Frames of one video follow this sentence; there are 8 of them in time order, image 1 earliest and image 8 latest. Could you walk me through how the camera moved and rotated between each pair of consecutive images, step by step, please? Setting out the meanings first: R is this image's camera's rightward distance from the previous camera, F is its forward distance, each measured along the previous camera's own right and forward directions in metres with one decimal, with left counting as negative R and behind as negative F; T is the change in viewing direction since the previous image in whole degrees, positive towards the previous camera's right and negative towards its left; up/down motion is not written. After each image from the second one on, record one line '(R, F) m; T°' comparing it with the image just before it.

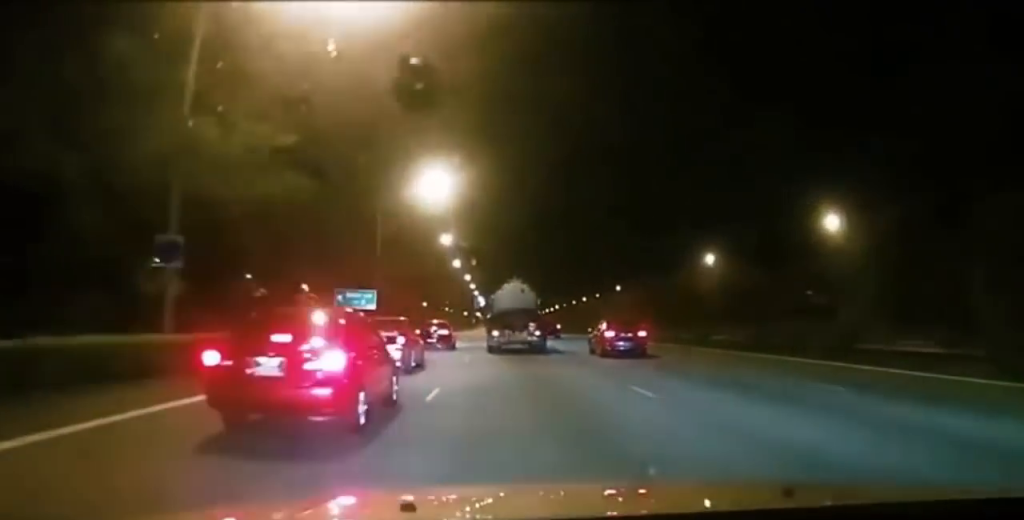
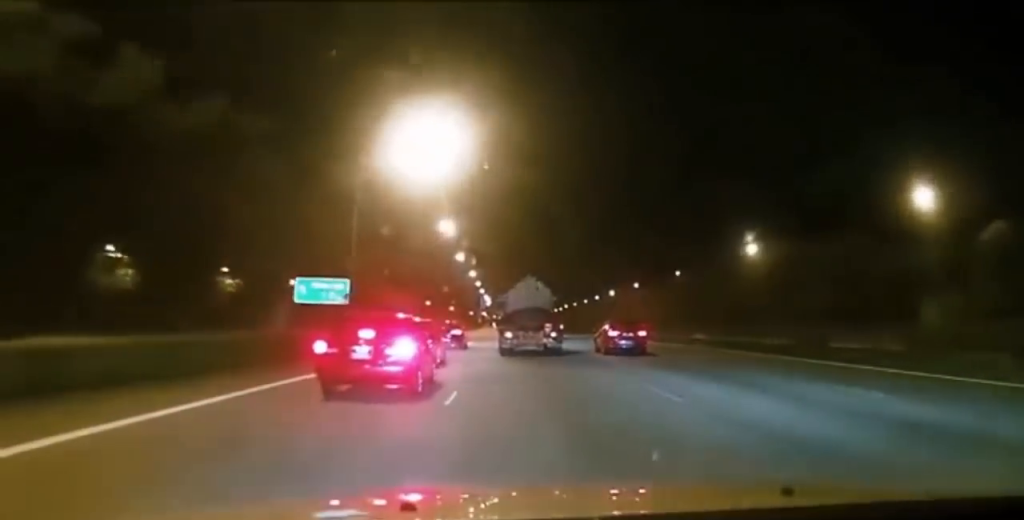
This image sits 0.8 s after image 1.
(-0.1, +13.1) m; 0°
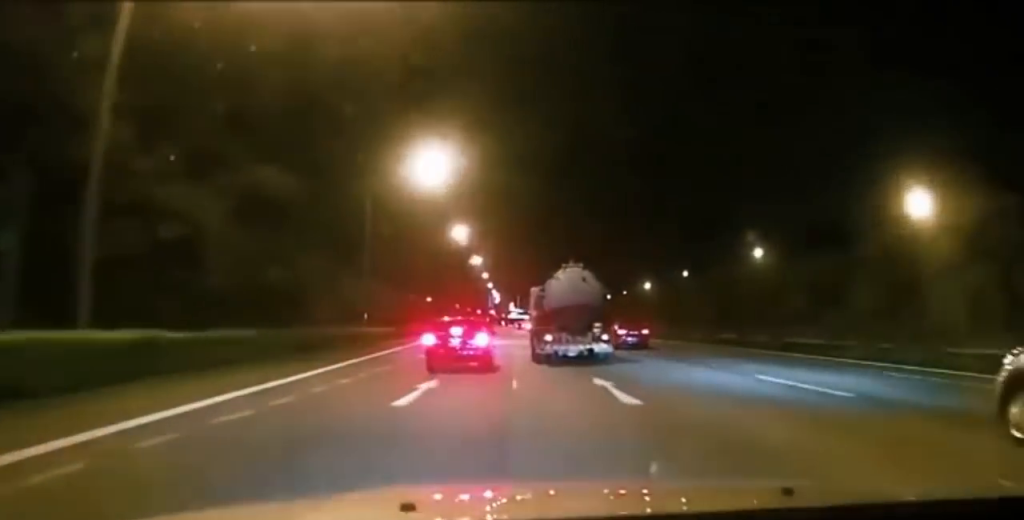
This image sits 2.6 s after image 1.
(-0.3, +31.8) m; -2°
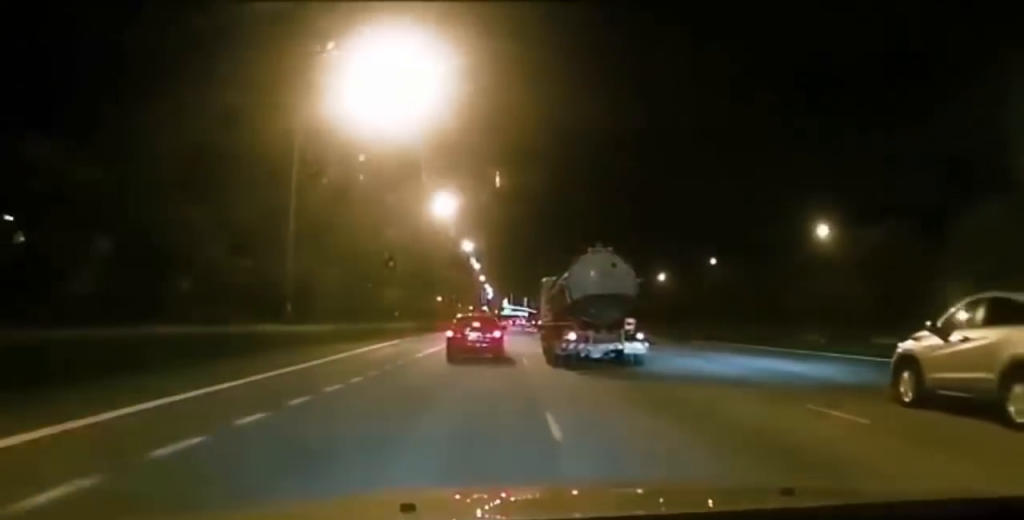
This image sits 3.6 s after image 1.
(0.0, +18.6) m; 0°
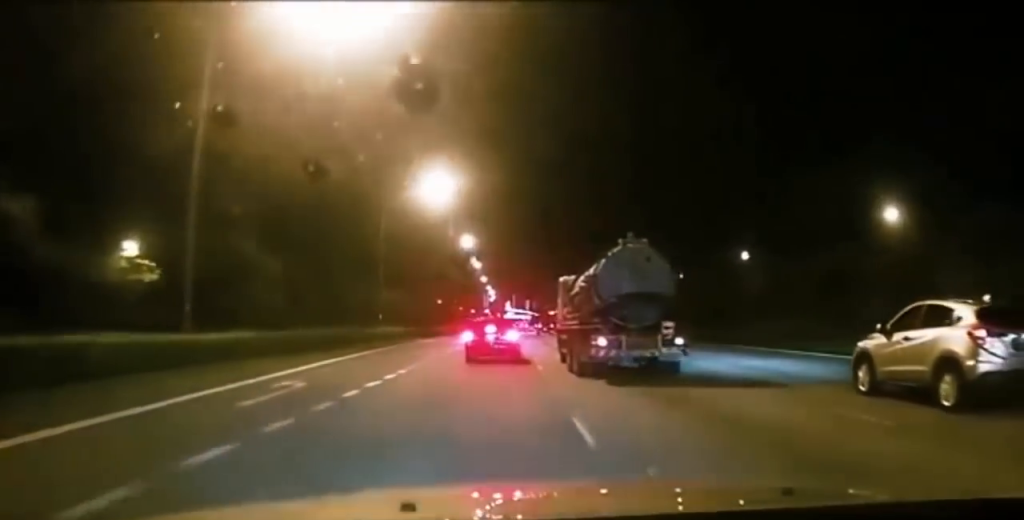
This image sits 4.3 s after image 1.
(0.0, +12.0) m; 0°
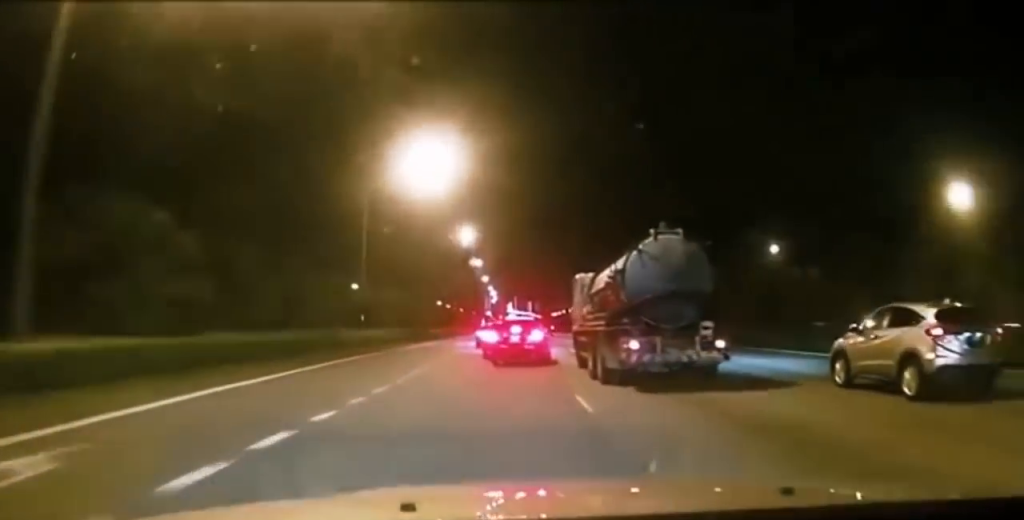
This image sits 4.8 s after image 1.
(0.0, +8.7) m; 0°
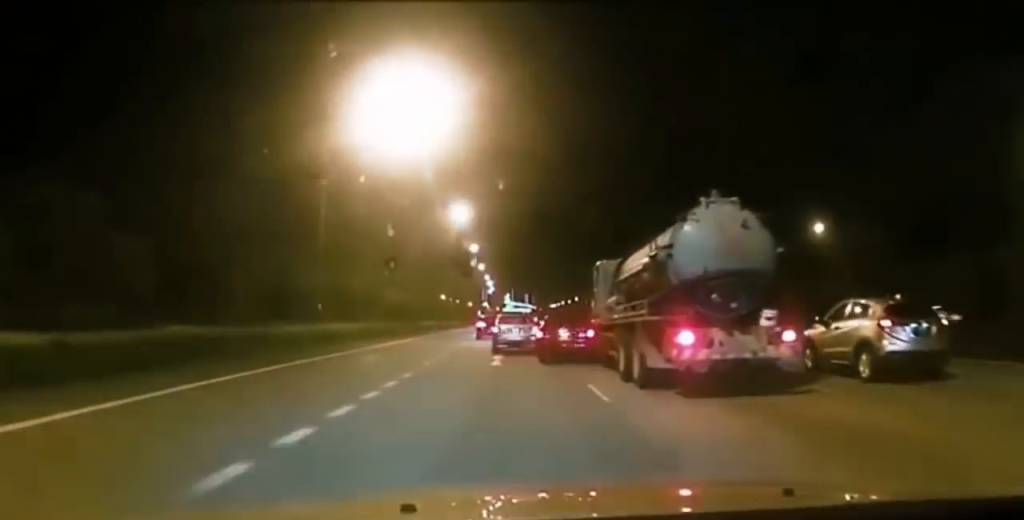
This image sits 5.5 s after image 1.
(-0.1, +11.3) m; +1°
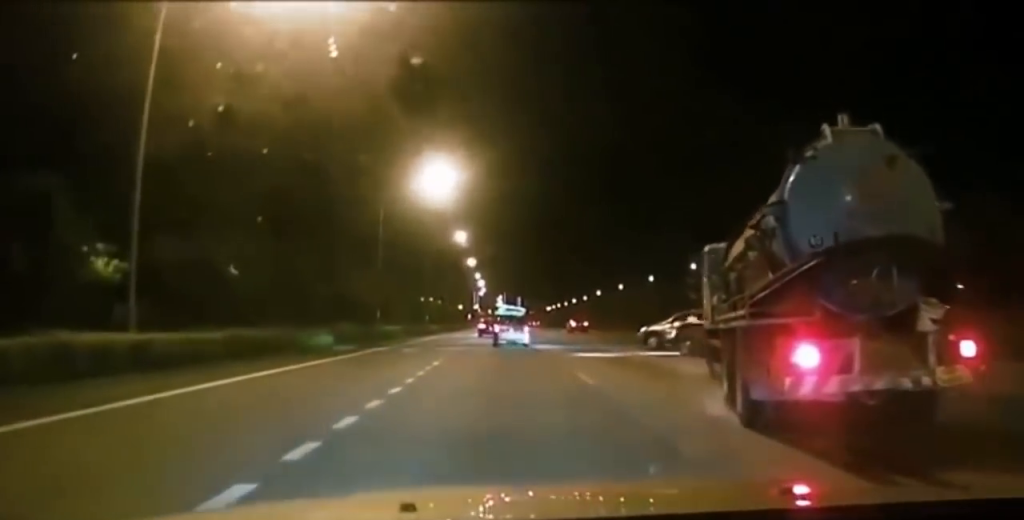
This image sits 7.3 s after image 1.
(0.0, +23.6) m; -1°
